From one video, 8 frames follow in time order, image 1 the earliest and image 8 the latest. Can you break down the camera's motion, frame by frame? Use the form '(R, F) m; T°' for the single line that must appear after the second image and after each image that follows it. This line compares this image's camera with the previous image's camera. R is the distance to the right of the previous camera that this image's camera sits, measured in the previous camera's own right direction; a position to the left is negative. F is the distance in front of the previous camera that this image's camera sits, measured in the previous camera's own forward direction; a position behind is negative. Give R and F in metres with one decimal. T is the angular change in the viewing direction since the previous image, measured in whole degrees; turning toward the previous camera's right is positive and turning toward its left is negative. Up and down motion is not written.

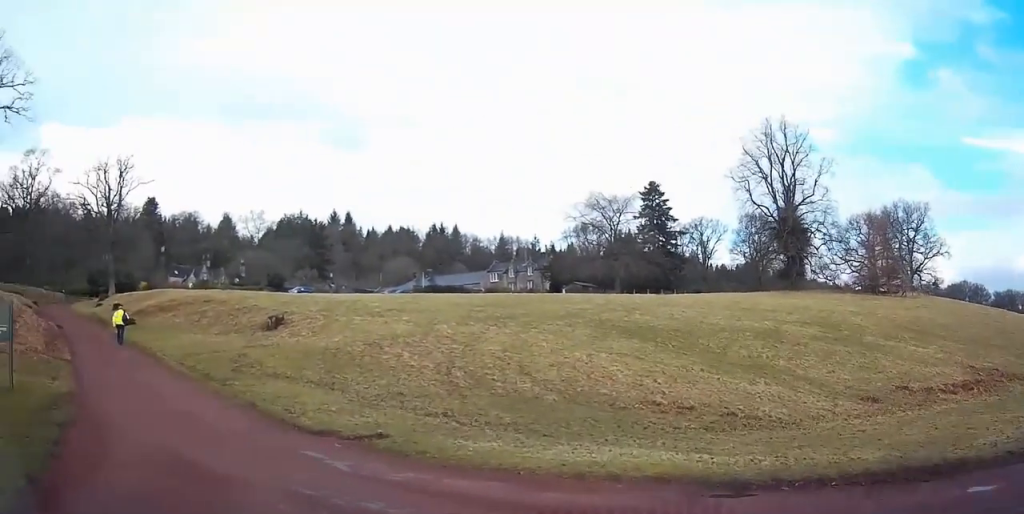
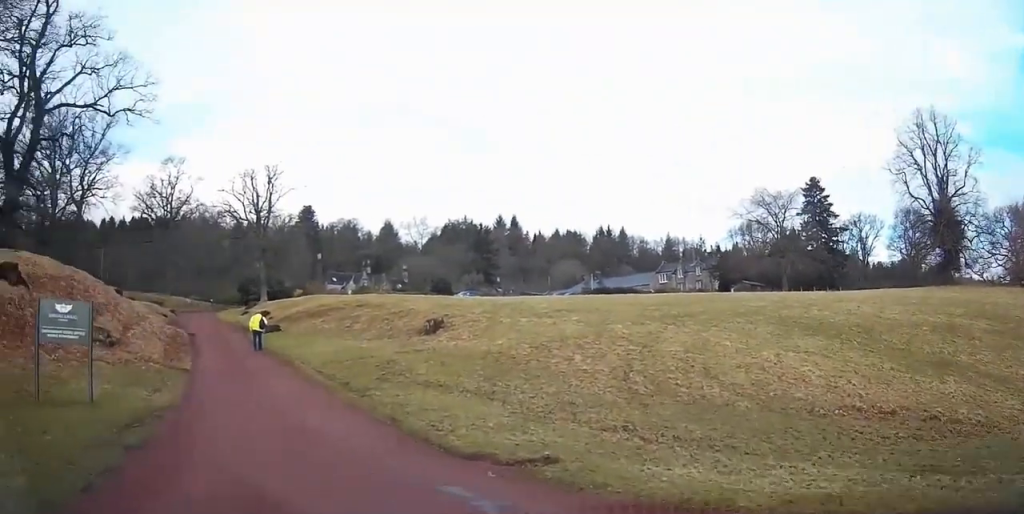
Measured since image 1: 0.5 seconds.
(-0.7, +2.4) m; -14°
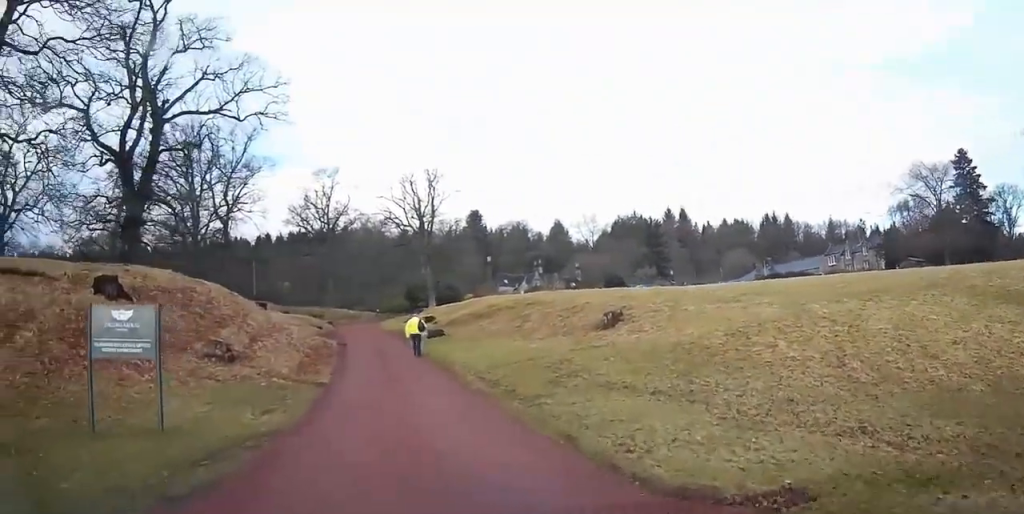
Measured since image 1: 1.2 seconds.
(-0.5, +3.3) m; -16°
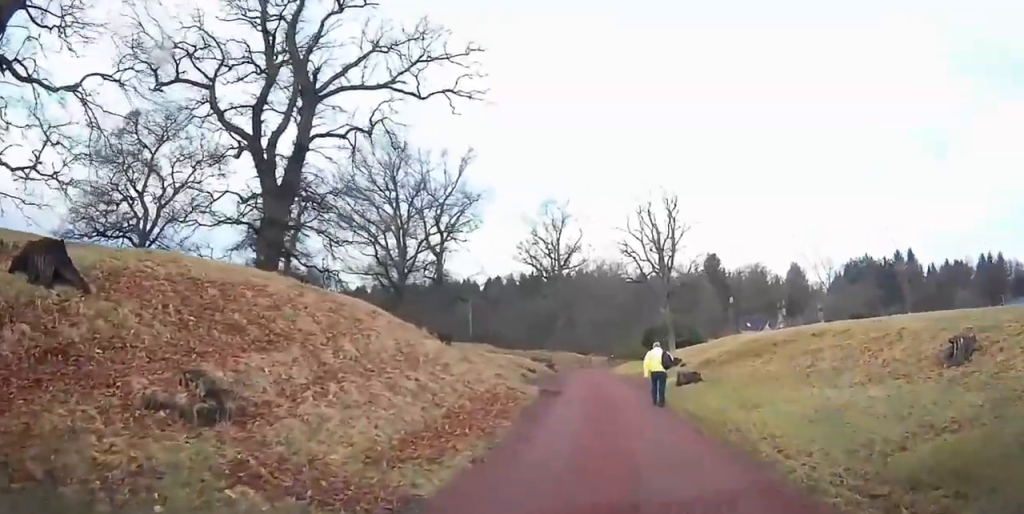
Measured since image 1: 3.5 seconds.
(-2.5, +12.4) m; -10°
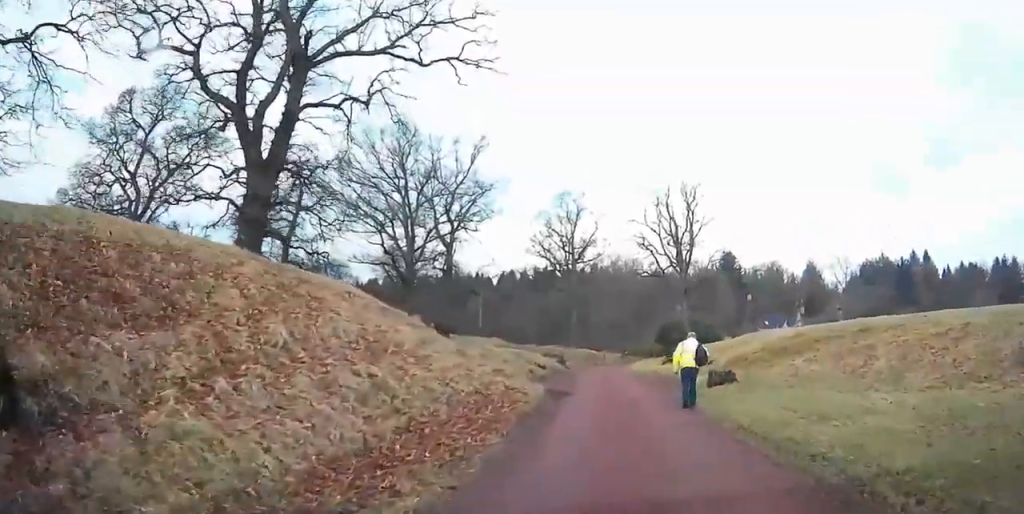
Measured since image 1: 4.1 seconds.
(+0.1, +3.7) m; +3°
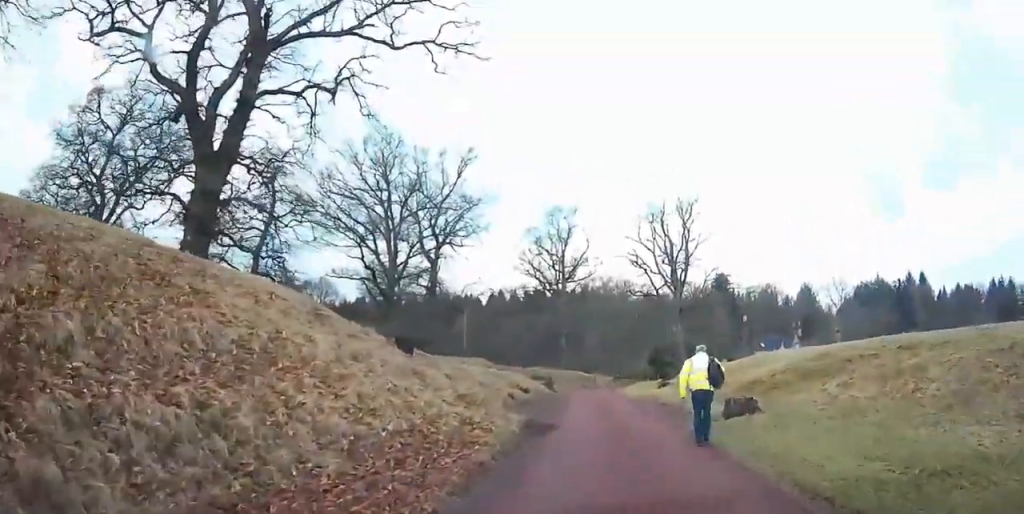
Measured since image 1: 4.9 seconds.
(0.0, +4.4) m; +2°
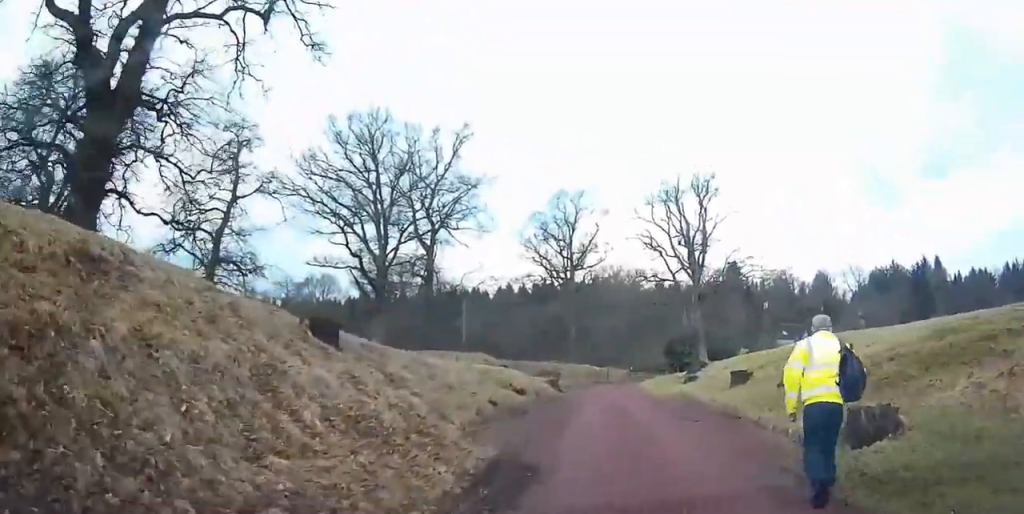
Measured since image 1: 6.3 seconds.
(+0.3, +7.7) m; +2°
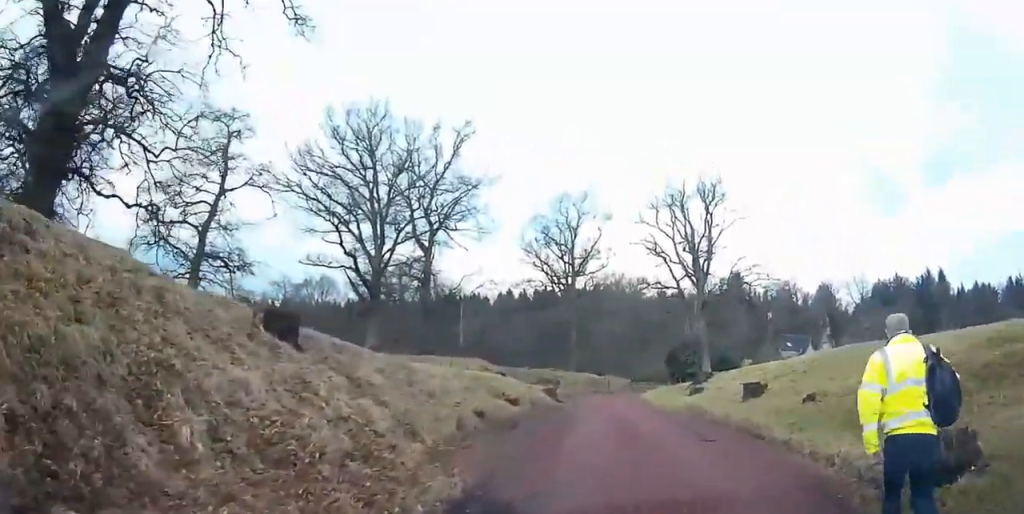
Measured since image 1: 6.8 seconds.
(0.0, +2.6) m; 0°
